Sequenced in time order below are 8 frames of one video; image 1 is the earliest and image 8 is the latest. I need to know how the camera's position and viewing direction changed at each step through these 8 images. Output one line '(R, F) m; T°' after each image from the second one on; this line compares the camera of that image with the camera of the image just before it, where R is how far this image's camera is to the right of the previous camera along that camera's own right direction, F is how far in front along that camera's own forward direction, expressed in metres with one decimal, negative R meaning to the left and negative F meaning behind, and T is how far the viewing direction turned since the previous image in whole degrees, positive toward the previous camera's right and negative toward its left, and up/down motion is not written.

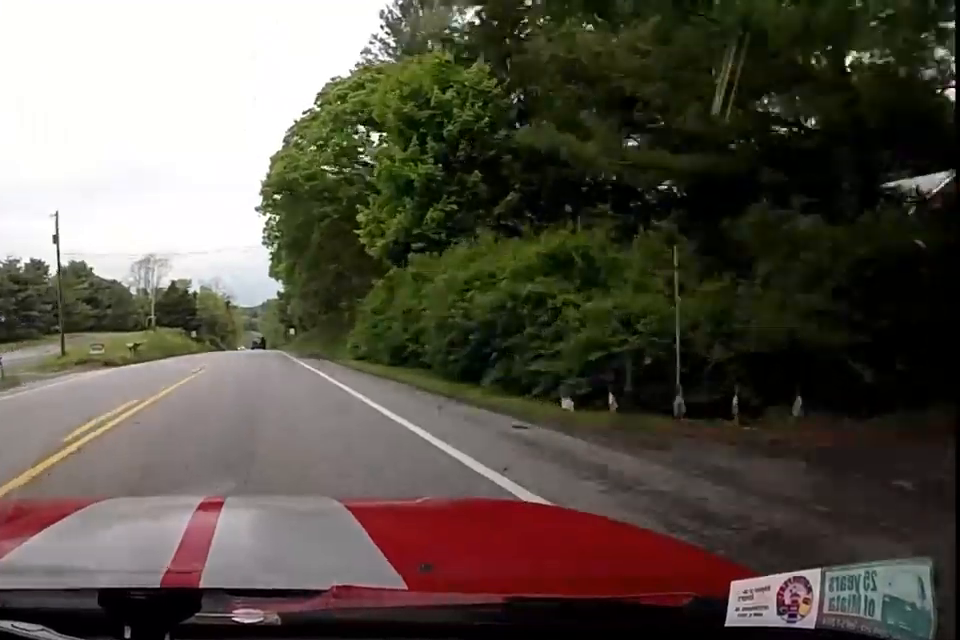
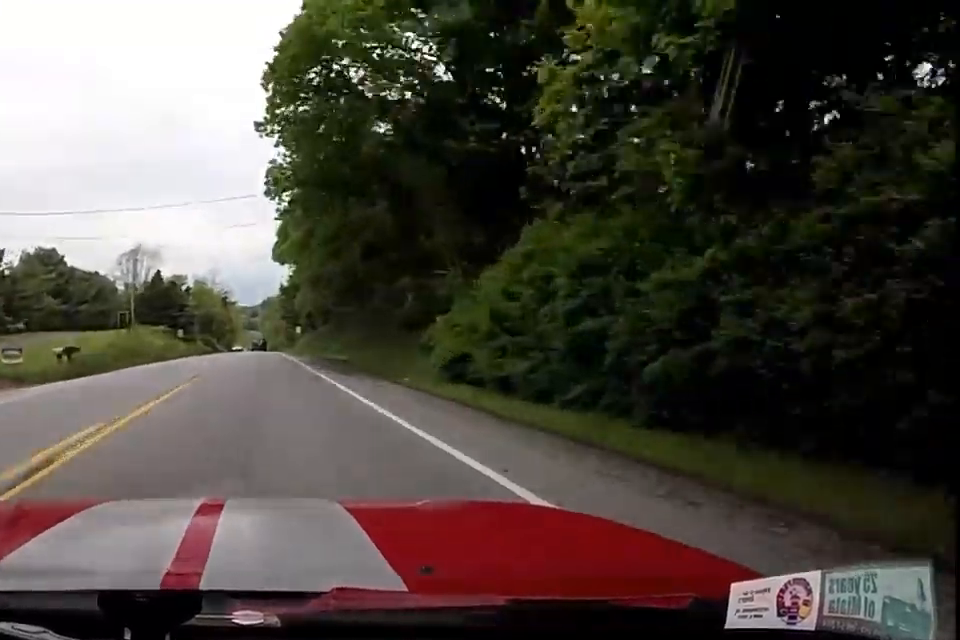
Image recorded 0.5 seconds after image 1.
(0.0, +13.9) m; 0°
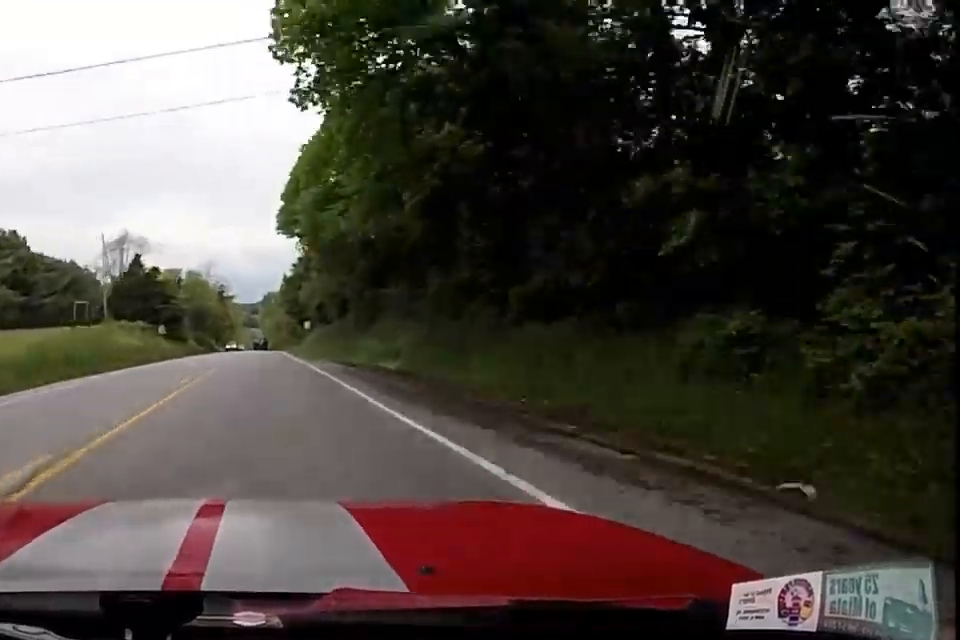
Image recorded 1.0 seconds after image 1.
(0.0, +13.1) m; 0°
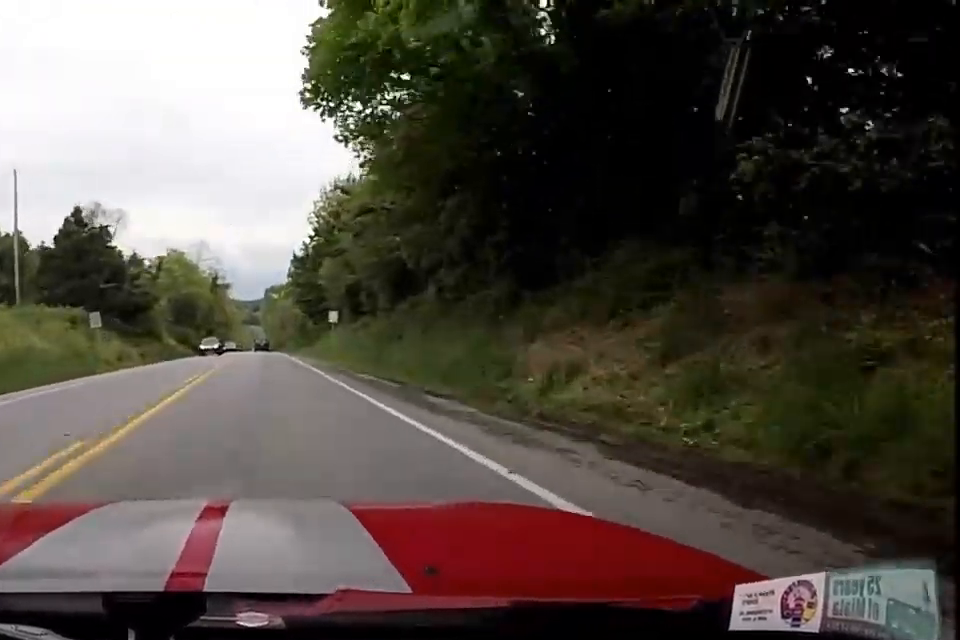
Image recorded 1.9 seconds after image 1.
(0.0, +23.5) m; 0°
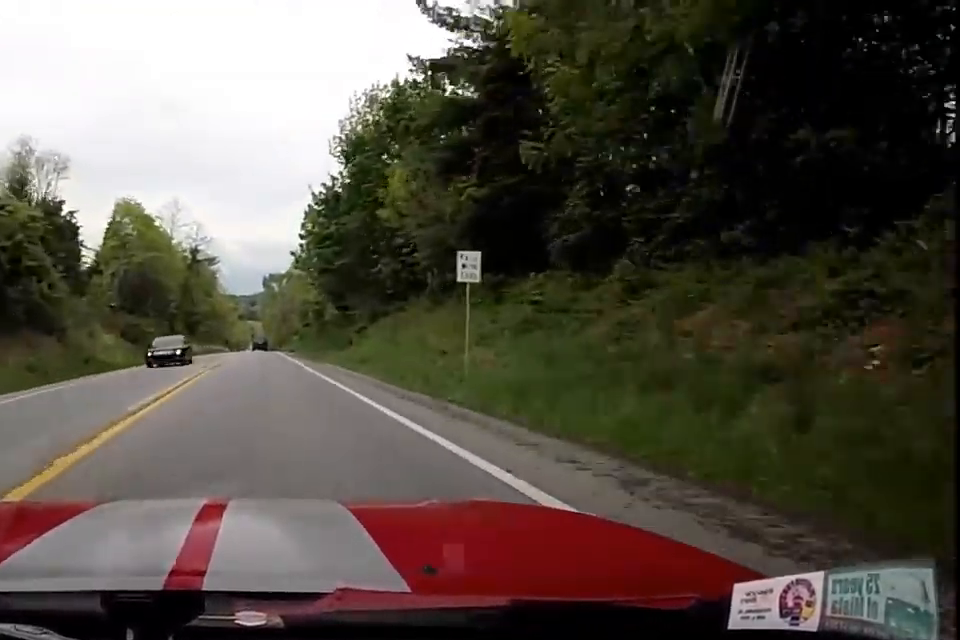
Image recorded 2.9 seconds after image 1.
(0.0, +30.1) m; 0°
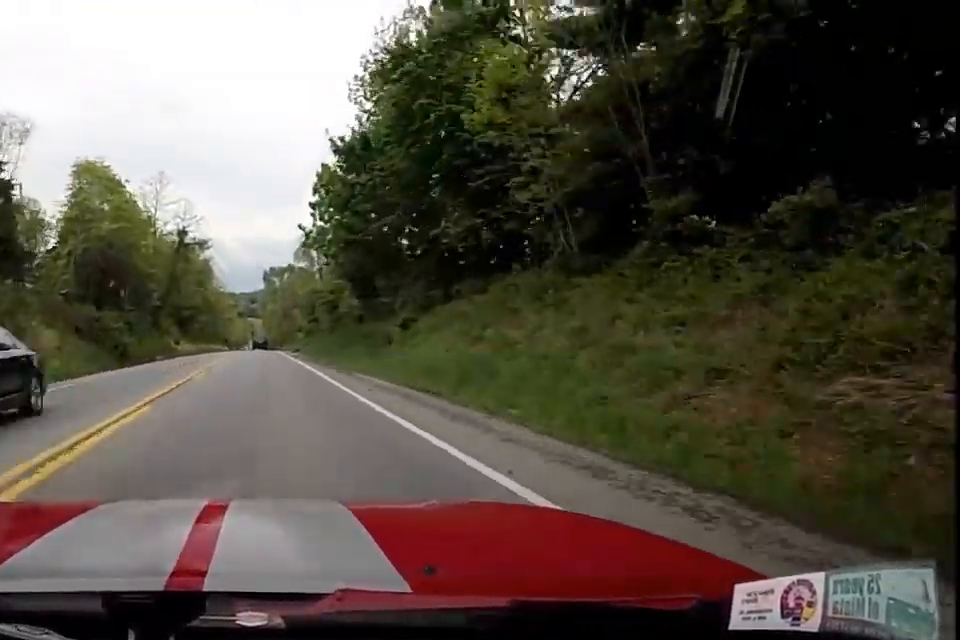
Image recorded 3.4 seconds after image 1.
(0.0, +12.2) m; -1°
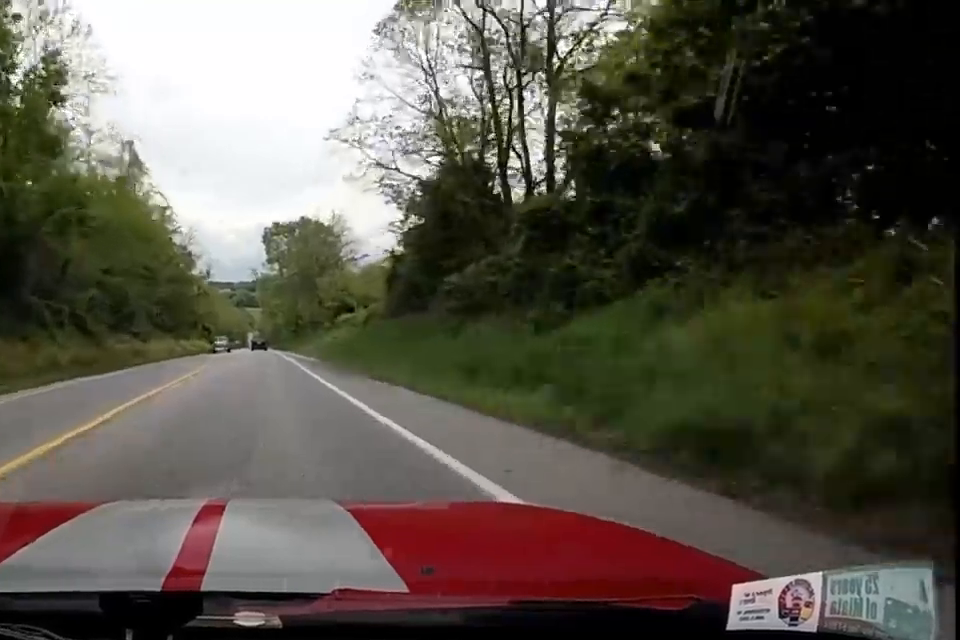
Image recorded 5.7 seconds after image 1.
(+0.3, +65.9) m; +2°
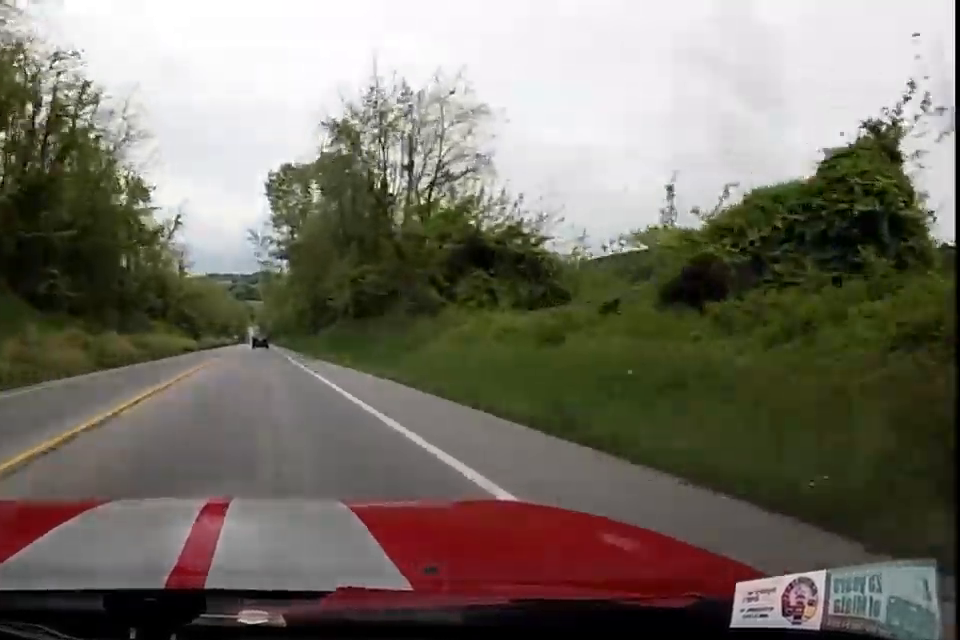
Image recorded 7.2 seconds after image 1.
(-0.5, +40.7) m; -1°
